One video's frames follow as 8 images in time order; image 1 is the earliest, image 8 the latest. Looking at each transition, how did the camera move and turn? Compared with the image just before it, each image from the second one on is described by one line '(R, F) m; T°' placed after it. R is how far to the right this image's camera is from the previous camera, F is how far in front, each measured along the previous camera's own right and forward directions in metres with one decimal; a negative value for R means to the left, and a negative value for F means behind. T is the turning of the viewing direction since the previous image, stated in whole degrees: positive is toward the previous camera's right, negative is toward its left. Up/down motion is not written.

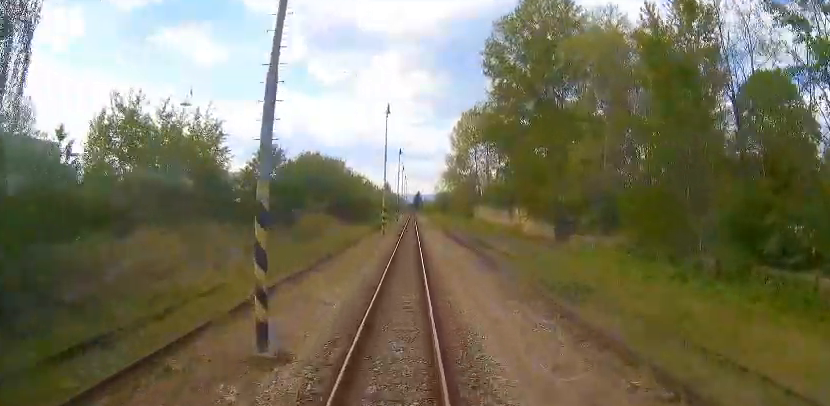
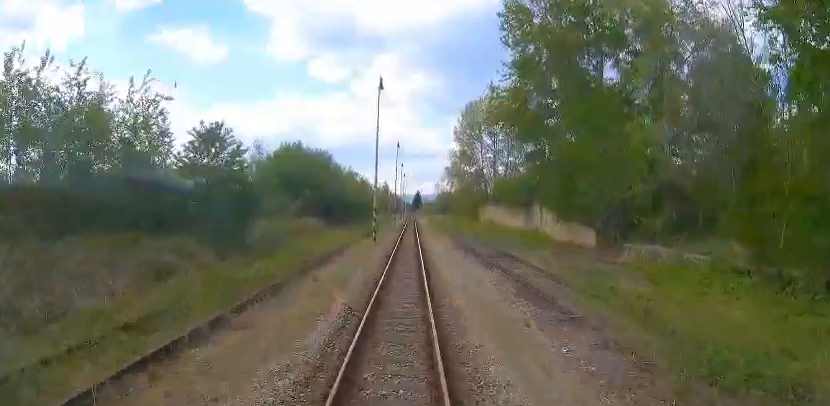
(+0.2, +8.8) m; 0°
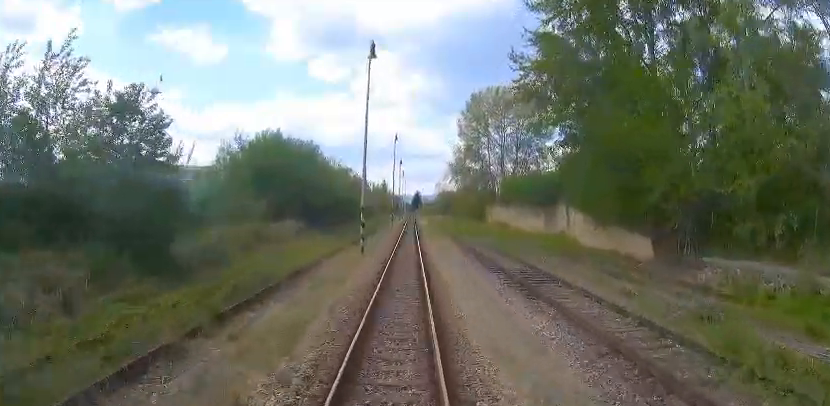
(0.0, +7.3) m; -1°
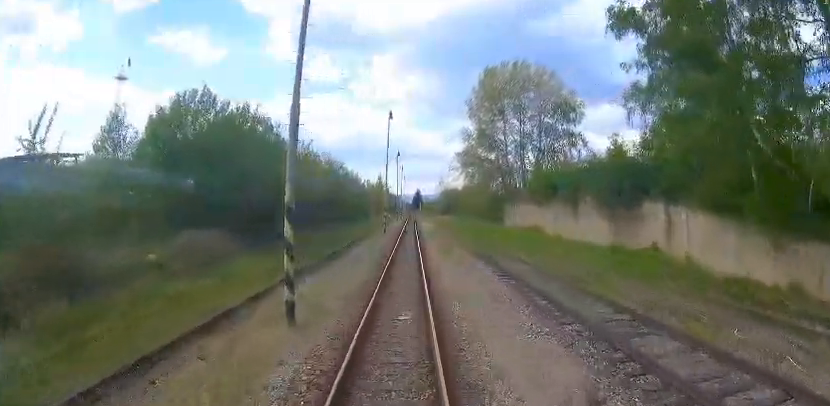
(0.0, +14.1) m; +2°
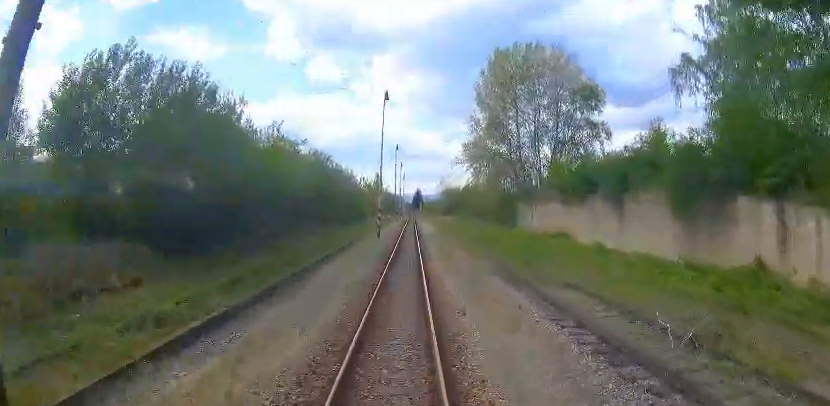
(+0.2, +7.6) m; 0°
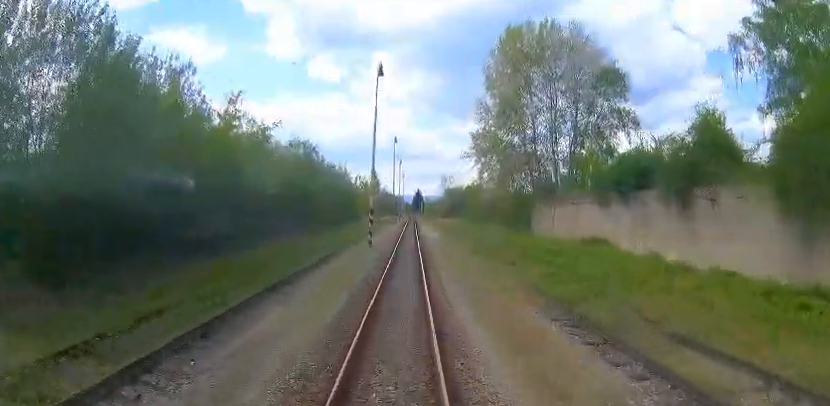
(-0.2, +6.8) m; -1°
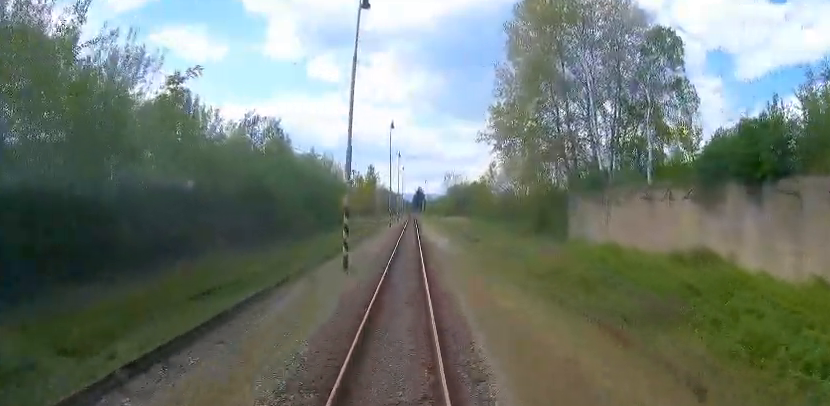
(-0.1, +10.8) m; +1°
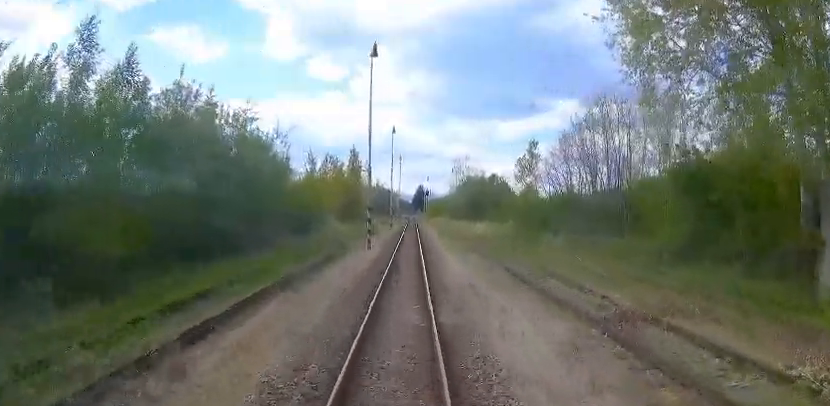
(-0.5, +24.2) m; -1°
